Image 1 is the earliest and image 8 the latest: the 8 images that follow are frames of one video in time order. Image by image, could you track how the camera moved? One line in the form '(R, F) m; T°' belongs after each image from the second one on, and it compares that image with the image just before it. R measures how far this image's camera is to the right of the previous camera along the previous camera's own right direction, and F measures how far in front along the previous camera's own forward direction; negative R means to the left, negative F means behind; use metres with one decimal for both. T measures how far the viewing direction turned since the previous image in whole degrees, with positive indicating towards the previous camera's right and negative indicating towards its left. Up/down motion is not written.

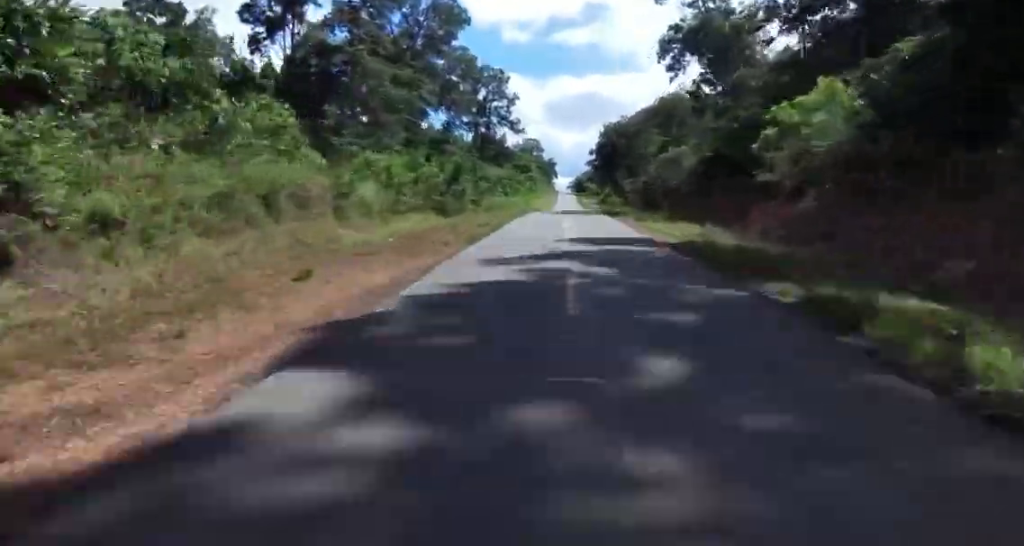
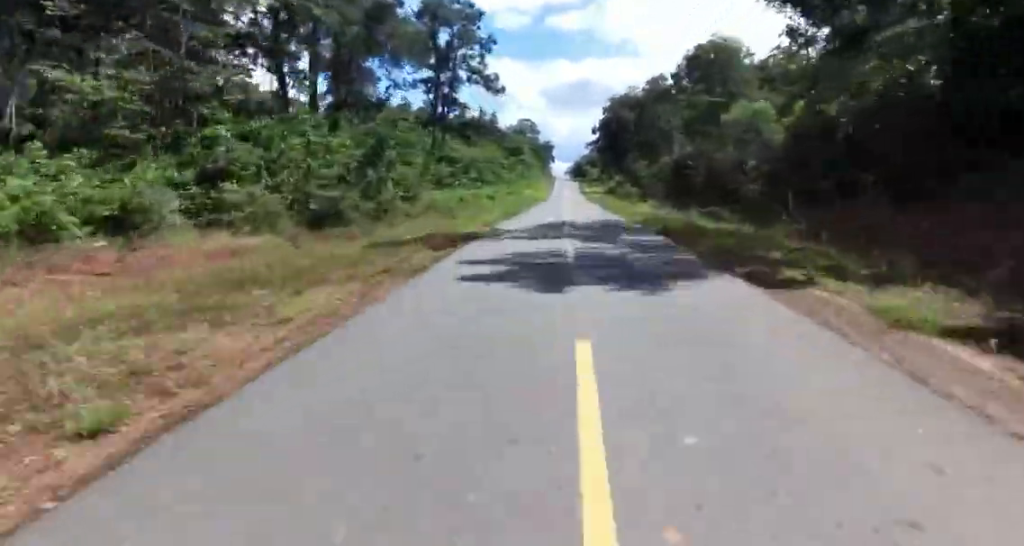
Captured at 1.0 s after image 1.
(+0.1, +29.5) m; +1°
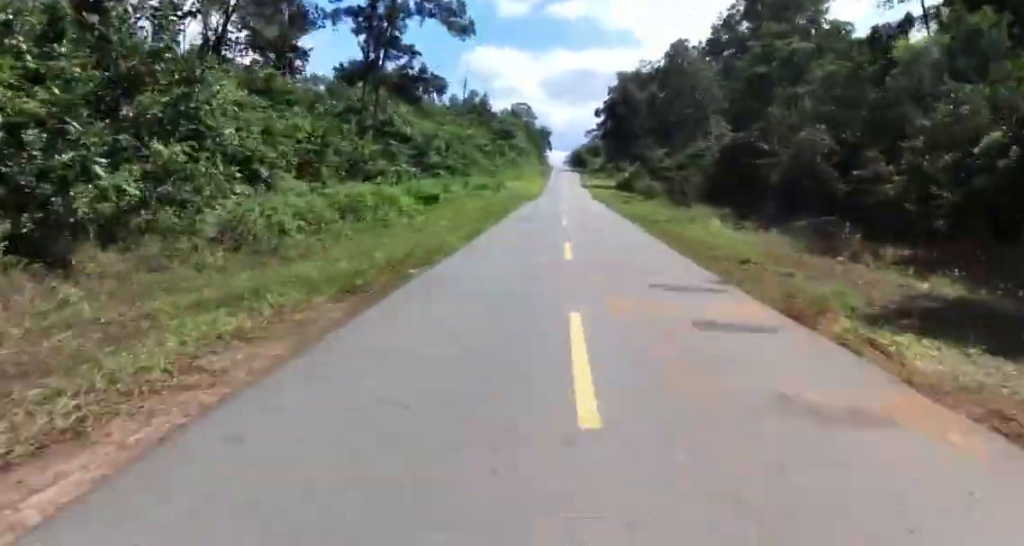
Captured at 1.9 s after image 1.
(+0.4, +23.5) m; +1°
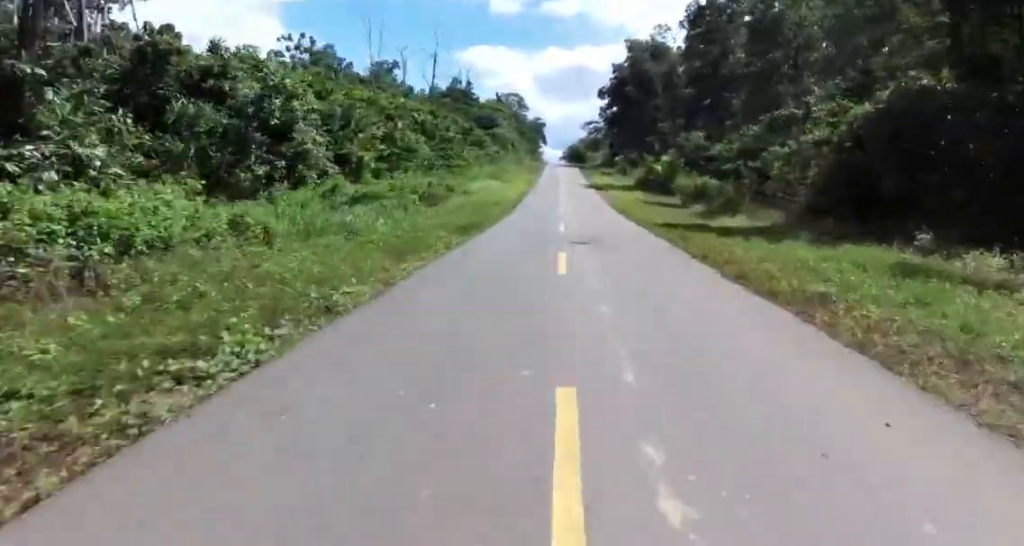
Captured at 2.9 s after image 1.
(0.0, +27.7) m; 0°
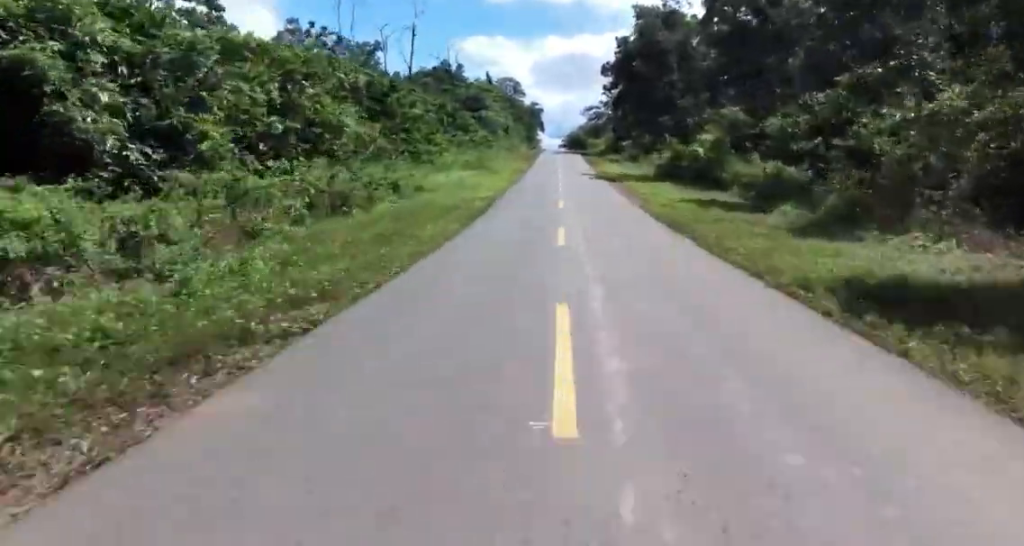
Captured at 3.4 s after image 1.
(0.0, +14.5) m; 0°
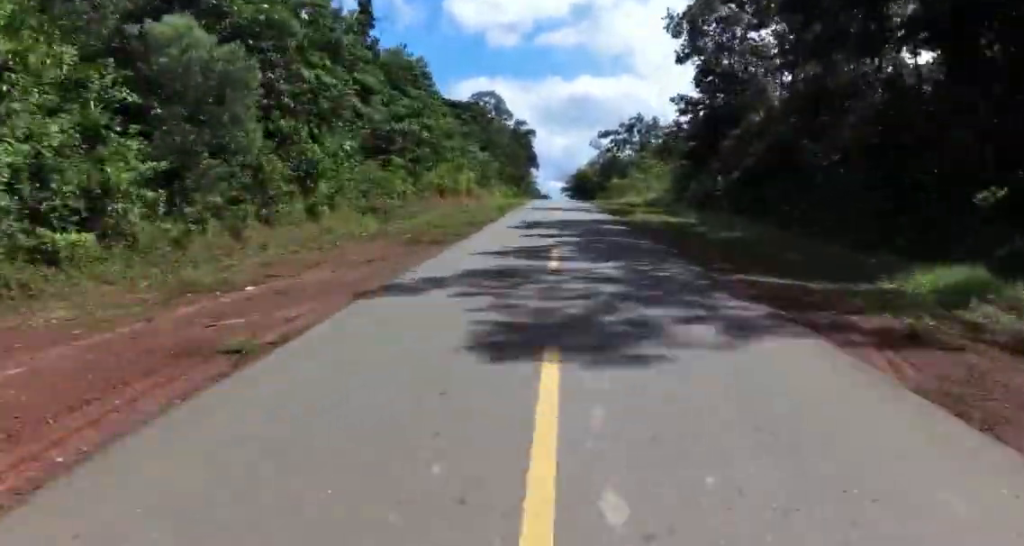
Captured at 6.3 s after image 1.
(0.0, +75.3) m; 0°
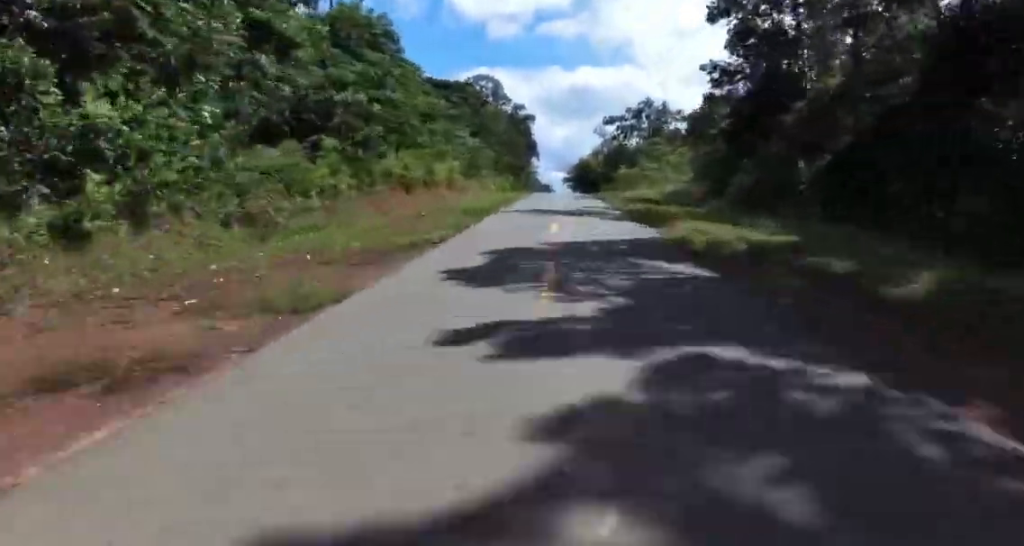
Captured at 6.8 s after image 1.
(0.0, +11.5) m; 0°
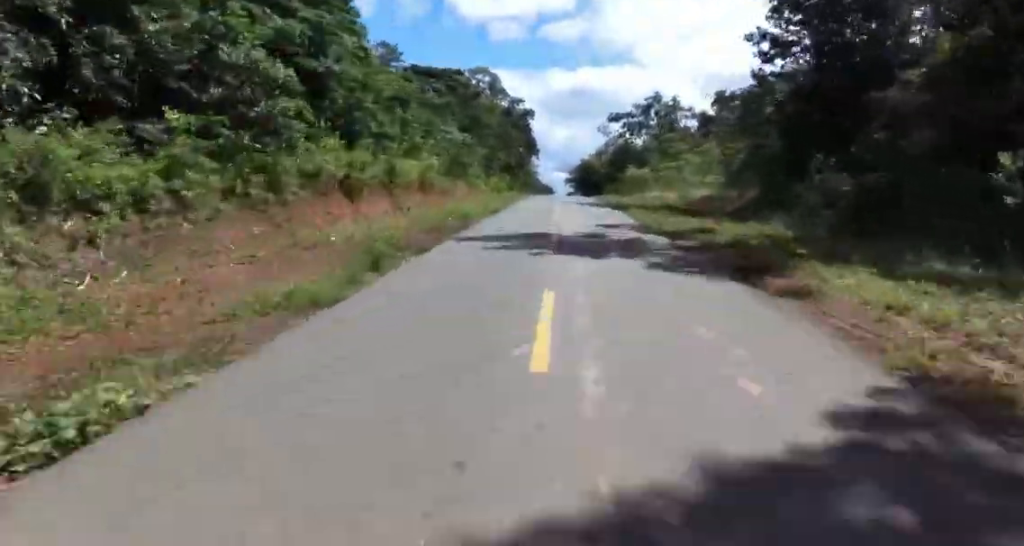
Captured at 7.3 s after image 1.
(0.0, +10.6) m; 0°
